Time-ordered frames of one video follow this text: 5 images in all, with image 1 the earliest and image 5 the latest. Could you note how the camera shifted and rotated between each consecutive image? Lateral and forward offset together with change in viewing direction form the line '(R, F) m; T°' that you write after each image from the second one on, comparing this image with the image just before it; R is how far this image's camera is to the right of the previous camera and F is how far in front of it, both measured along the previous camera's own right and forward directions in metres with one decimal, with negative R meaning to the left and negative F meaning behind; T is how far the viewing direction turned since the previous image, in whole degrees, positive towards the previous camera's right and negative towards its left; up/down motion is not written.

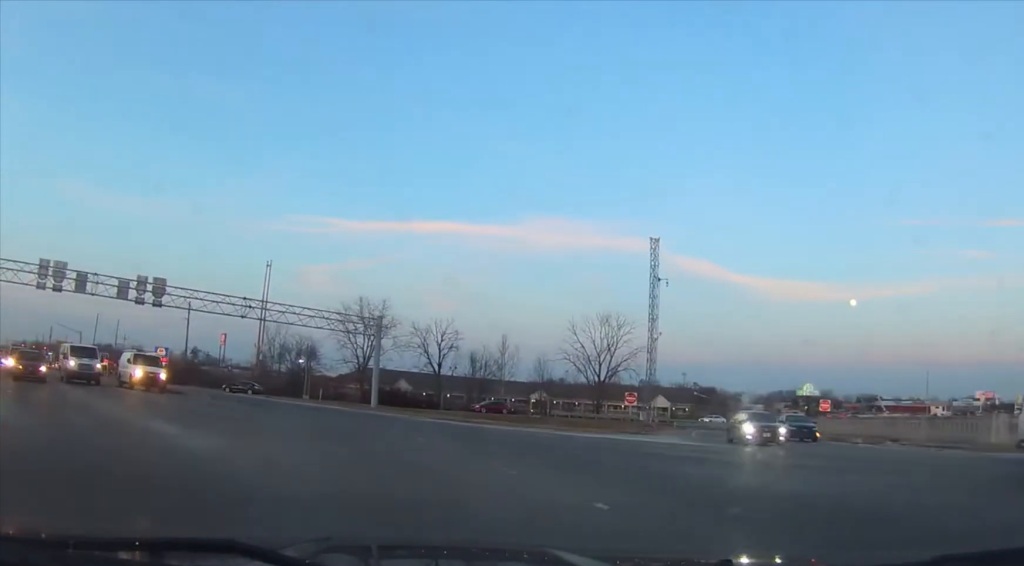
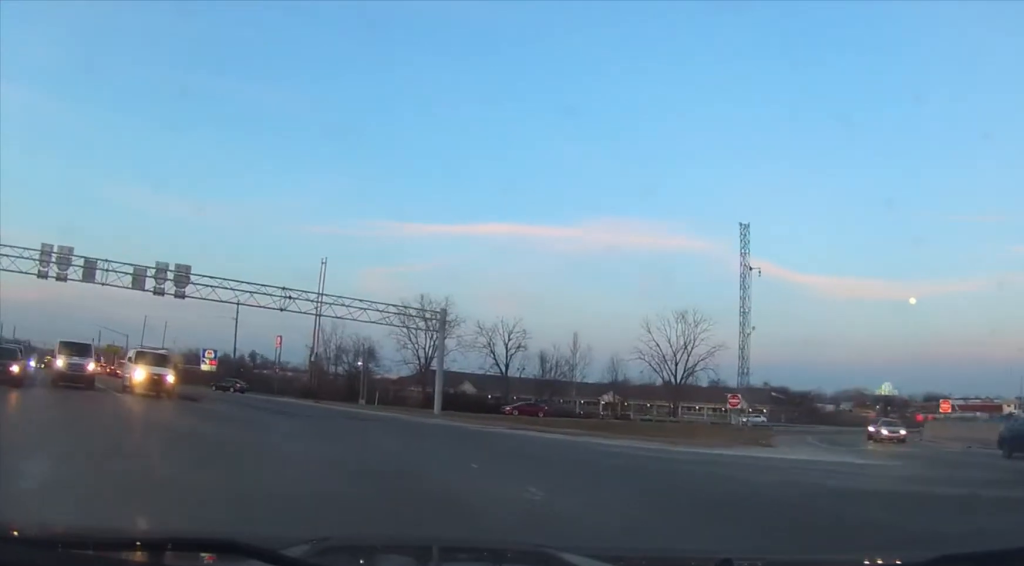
(-0.5, +7.0) m; -9°
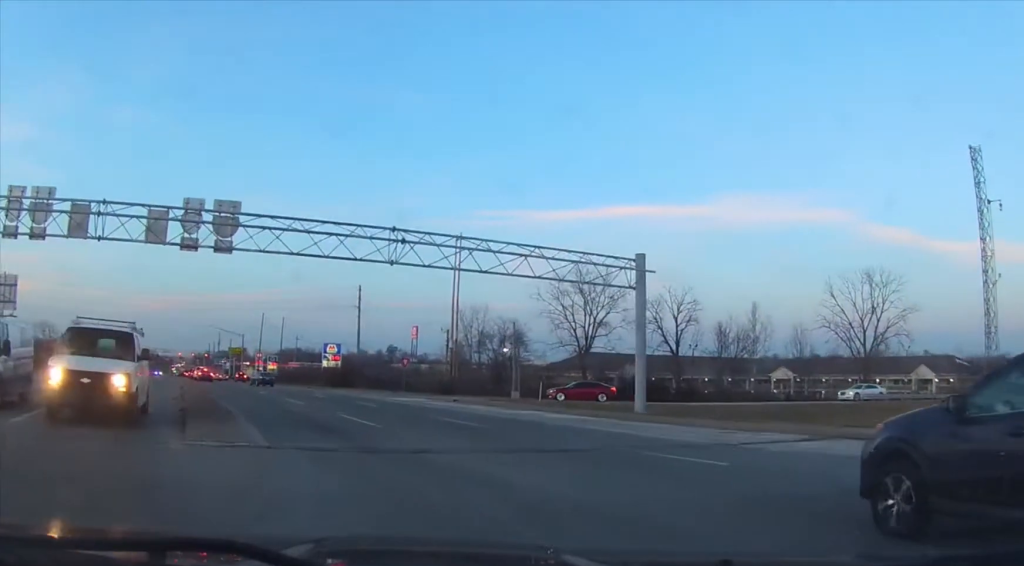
(-1.0, +15.9) m; -3°
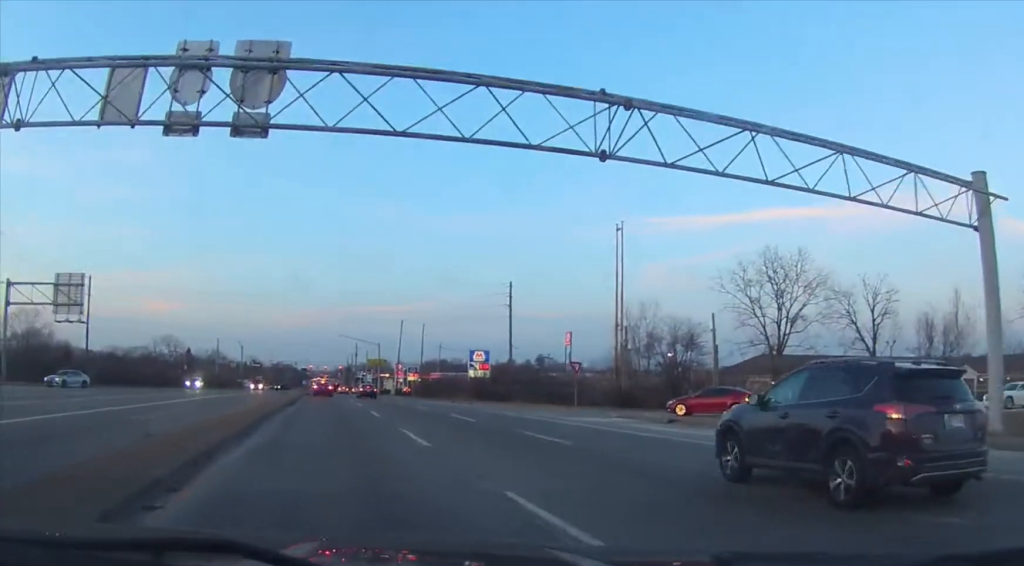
(-0.2, +14.8) m; -8°
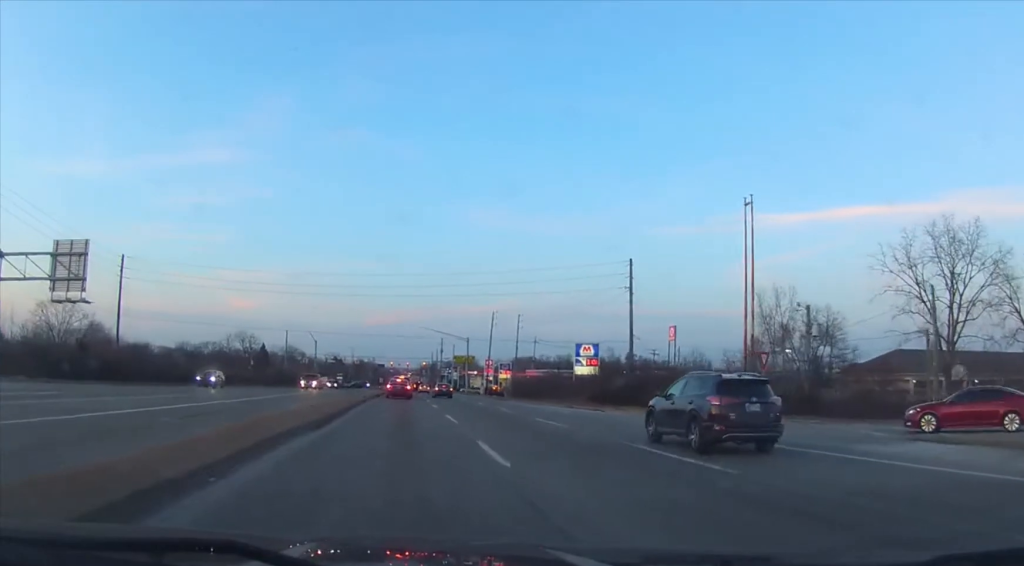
(-2.8, +15.9) m; -13°
